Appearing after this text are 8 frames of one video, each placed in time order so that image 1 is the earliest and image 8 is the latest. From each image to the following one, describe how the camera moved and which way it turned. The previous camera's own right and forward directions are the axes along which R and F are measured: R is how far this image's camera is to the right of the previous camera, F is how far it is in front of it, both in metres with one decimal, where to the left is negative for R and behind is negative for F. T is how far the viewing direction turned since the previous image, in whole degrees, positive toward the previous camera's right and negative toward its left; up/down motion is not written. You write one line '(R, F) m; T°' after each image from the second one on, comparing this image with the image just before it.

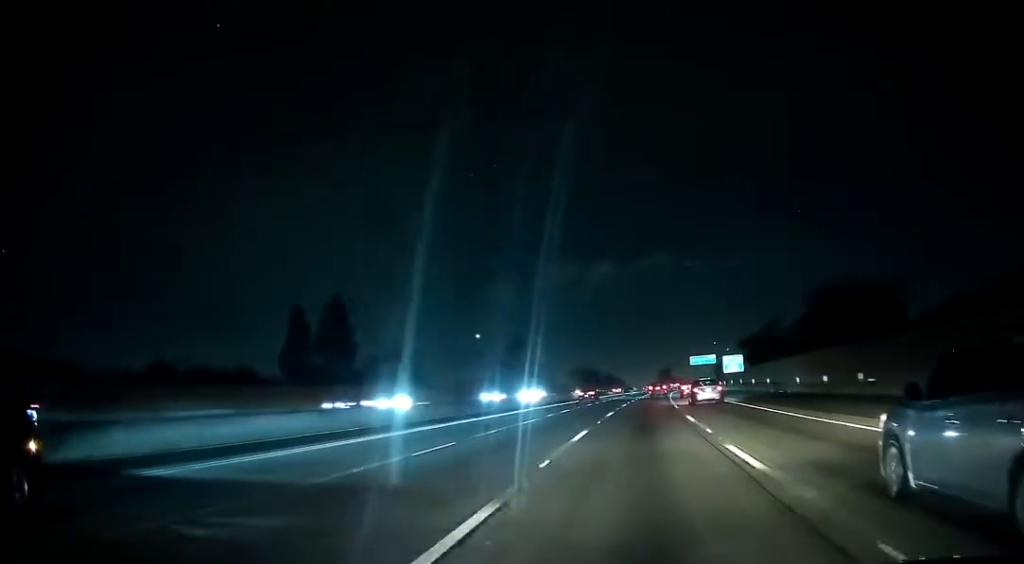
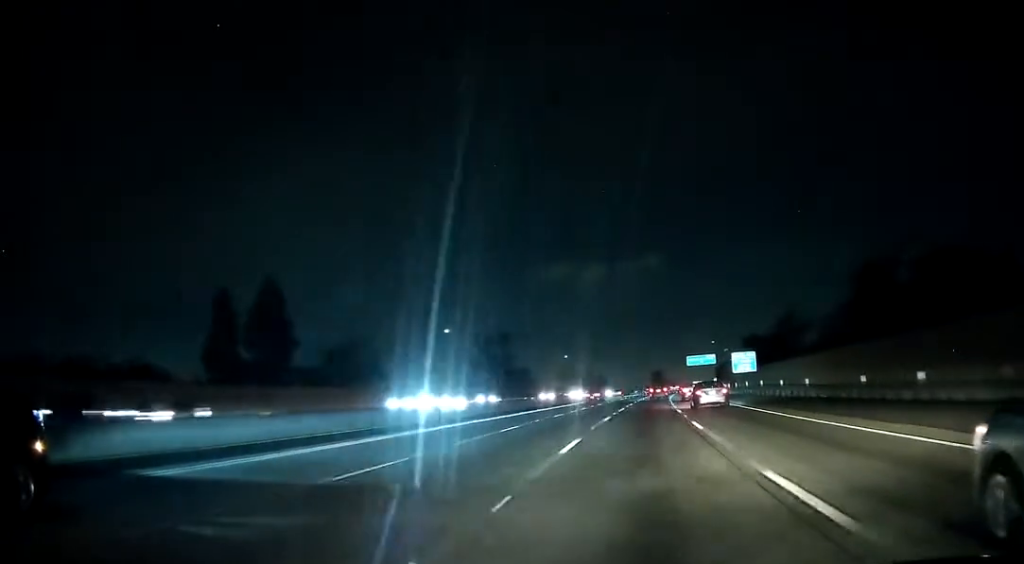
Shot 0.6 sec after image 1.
(0.0, +19.2) m; +1°
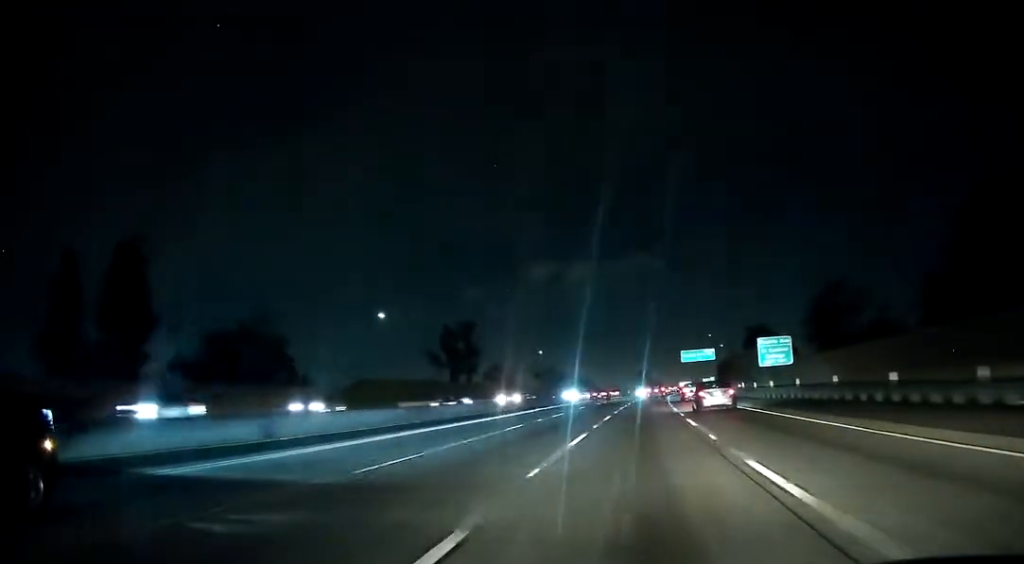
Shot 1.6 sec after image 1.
(+0.2, +28.2) m; +1°
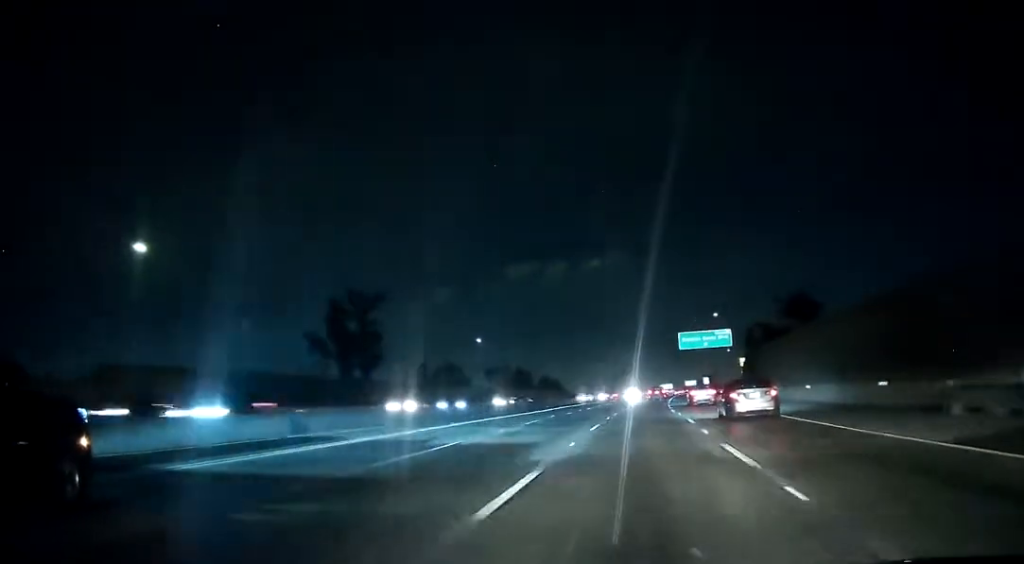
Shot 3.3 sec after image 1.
(+1.4, +52.1) m; +2°
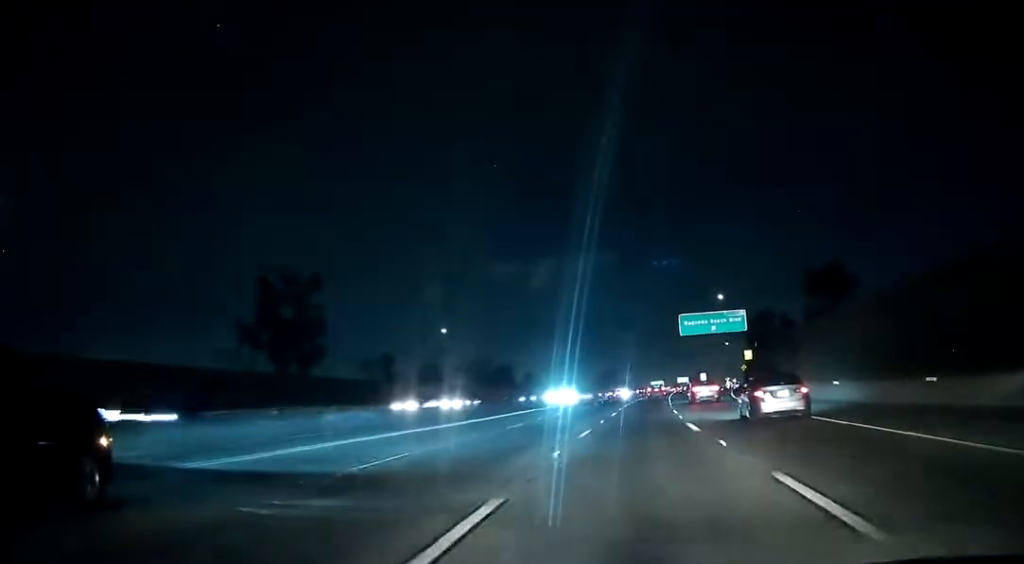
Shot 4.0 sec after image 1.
(-0.5, +19.9) m; +1°
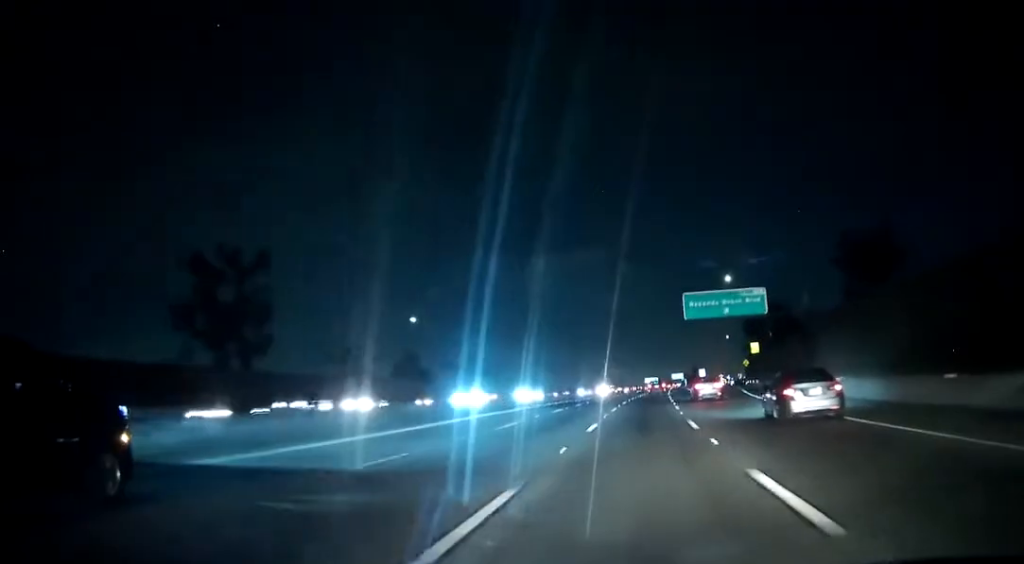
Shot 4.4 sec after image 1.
(+0.1, +13.9) m; +1°
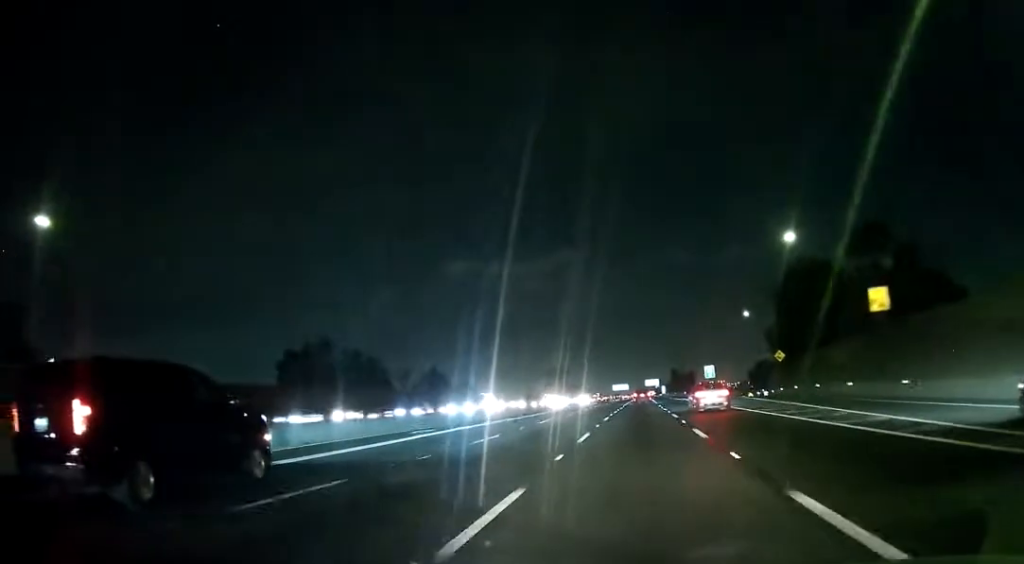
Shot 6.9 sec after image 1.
(+1.9, +74.1) m; +2°
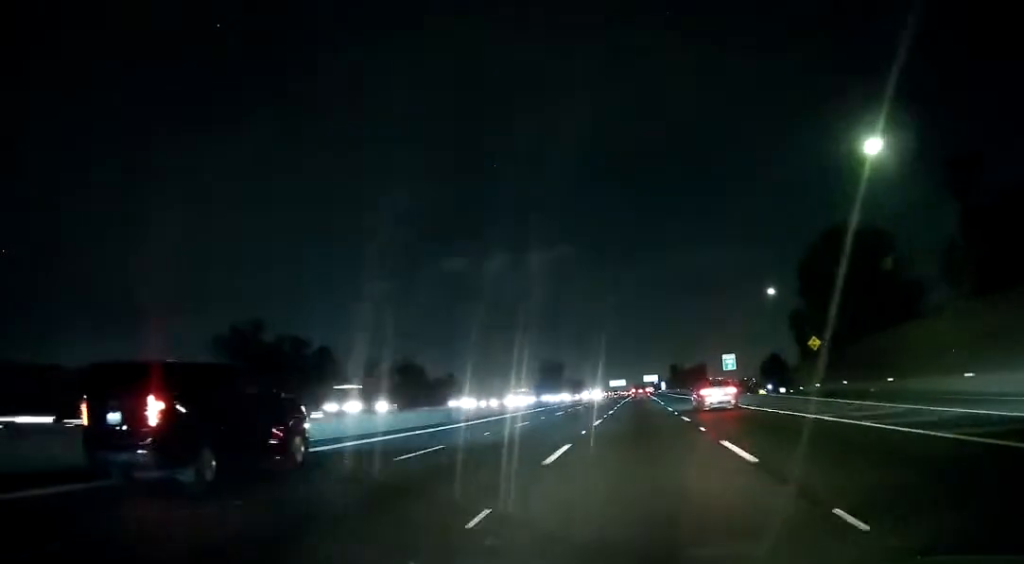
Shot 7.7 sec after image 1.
(+0.1, +22.8) m; 0°
